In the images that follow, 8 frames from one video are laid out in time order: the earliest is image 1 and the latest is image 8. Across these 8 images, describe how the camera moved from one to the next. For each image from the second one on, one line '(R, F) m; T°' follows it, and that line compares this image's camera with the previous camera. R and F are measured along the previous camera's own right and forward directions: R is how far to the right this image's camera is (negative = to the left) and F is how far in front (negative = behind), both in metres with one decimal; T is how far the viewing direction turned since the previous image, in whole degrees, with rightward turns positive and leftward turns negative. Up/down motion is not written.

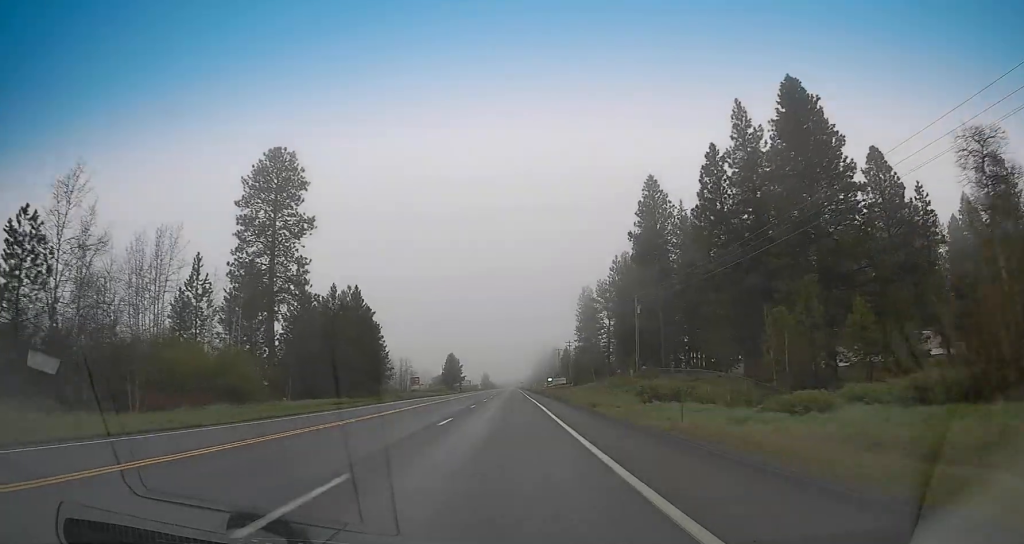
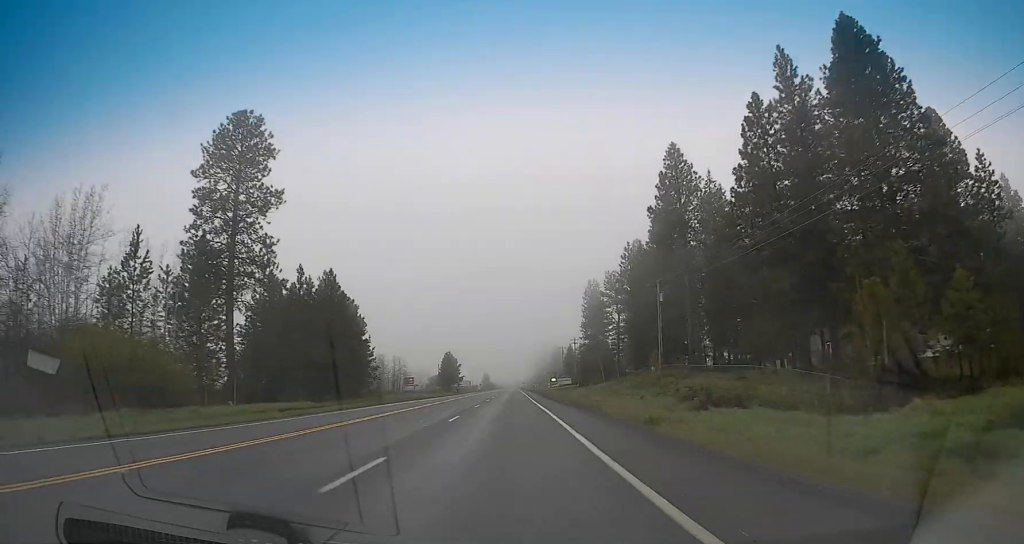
(+0.1, +12.6) m; 0°
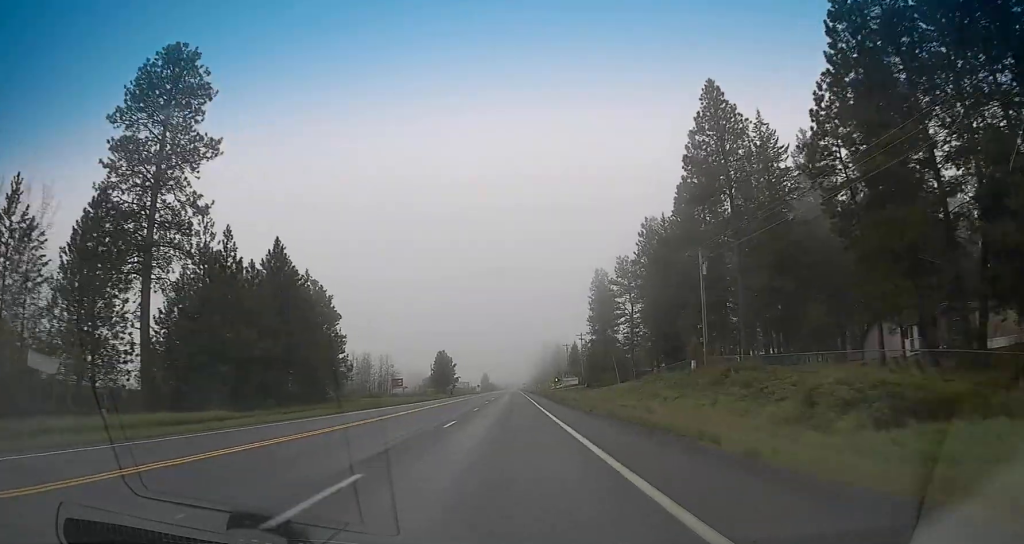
(+0.2, +17.2) m; +1°
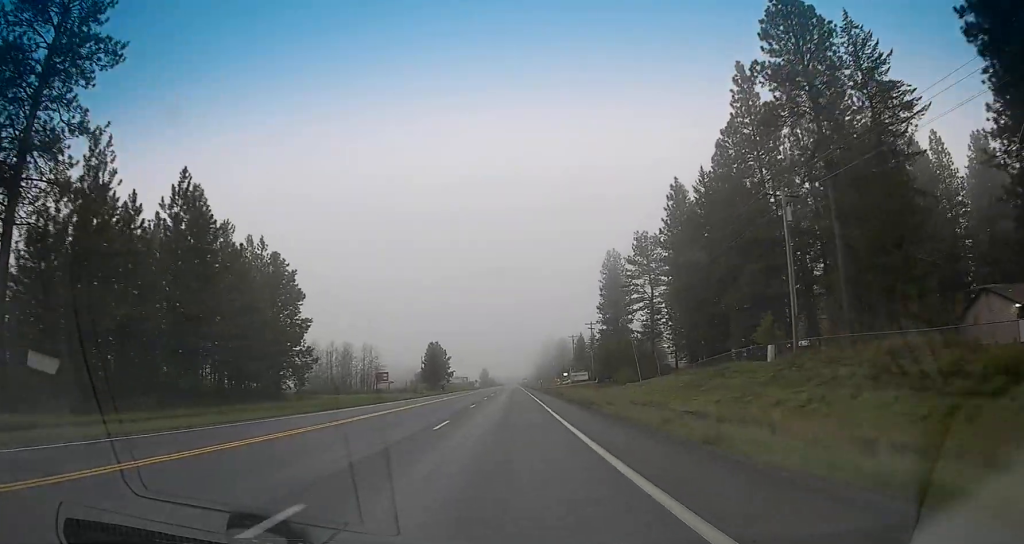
(0.0, +17.9) m; 0°
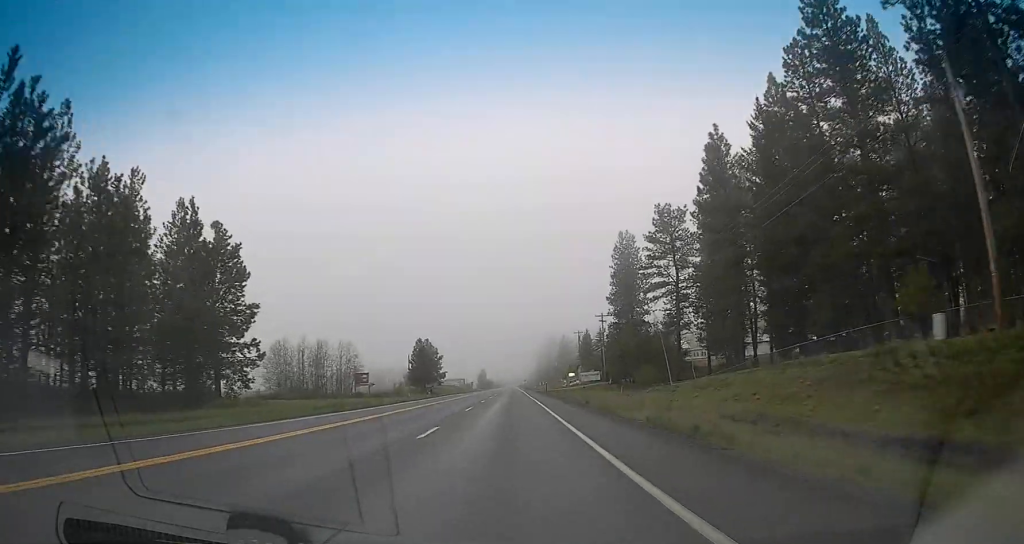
(0.0, +17.9) m; 0°
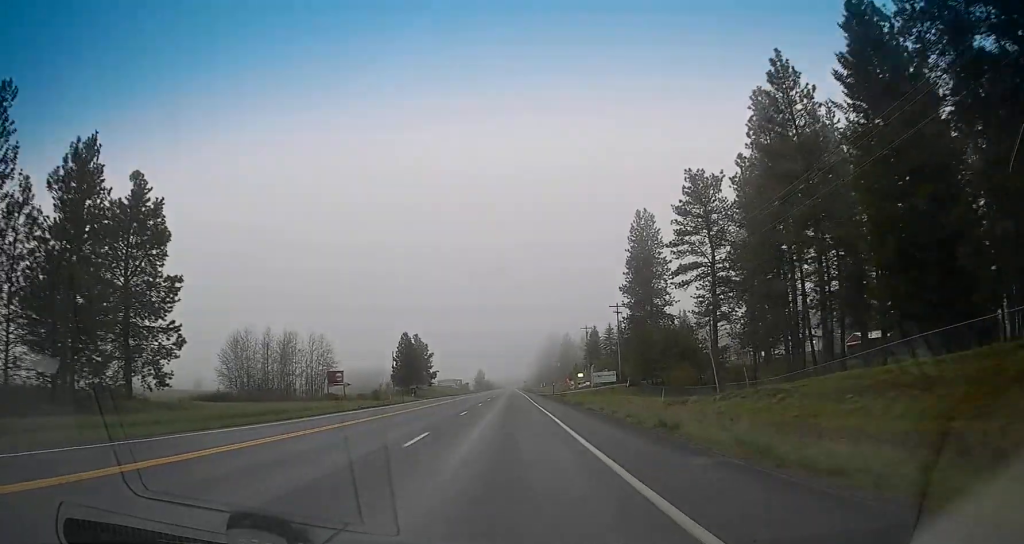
(+0.1, +17.0) m; -1°
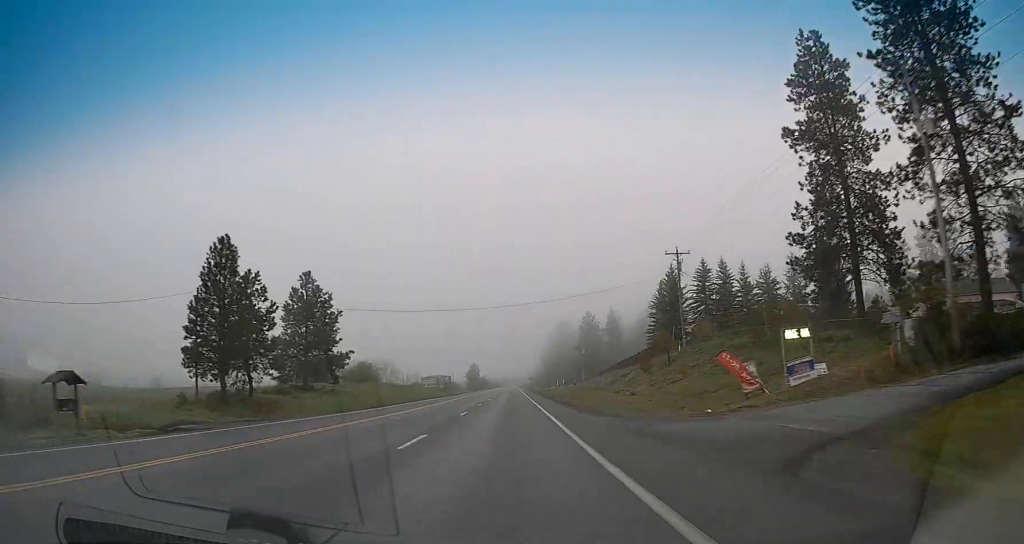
(+0.3, +76.7) m; 0°
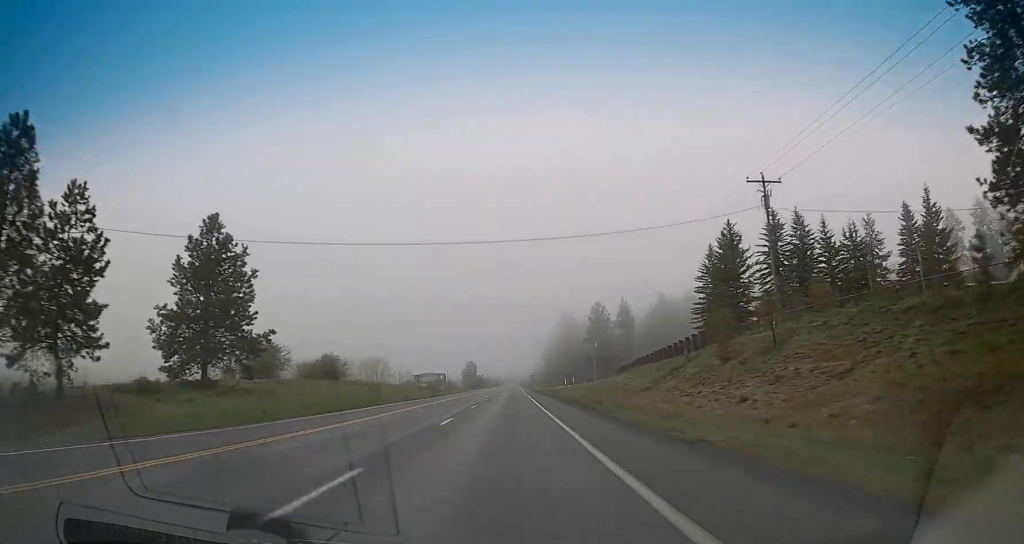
(-0.4, +22.5) m; -1°
